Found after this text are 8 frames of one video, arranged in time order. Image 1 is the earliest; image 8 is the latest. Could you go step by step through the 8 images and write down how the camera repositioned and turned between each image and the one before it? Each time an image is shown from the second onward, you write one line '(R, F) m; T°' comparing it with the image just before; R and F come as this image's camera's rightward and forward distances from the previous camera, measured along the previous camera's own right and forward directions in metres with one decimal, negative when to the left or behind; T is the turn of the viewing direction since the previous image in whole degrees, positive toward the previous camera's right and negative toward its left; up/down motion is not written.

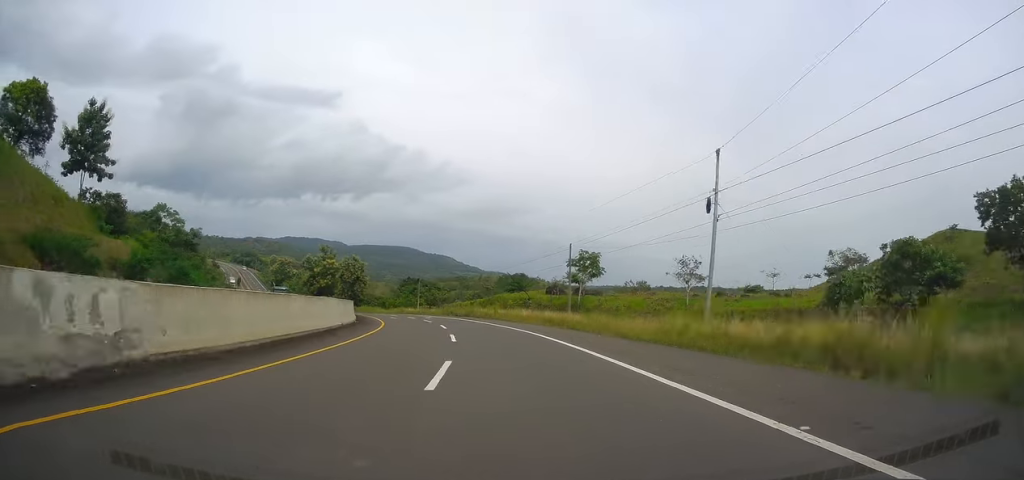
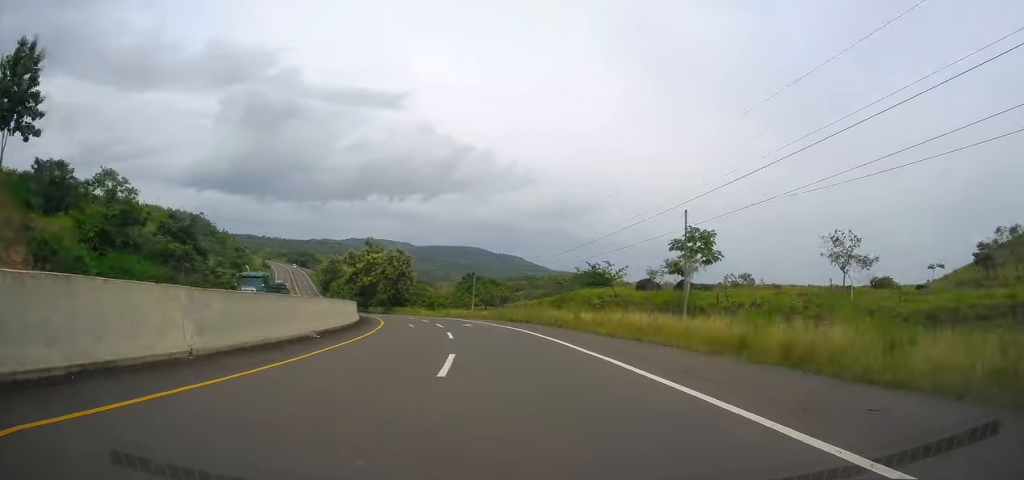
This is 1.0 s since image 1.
(-0.8, +22.7) m; -7°
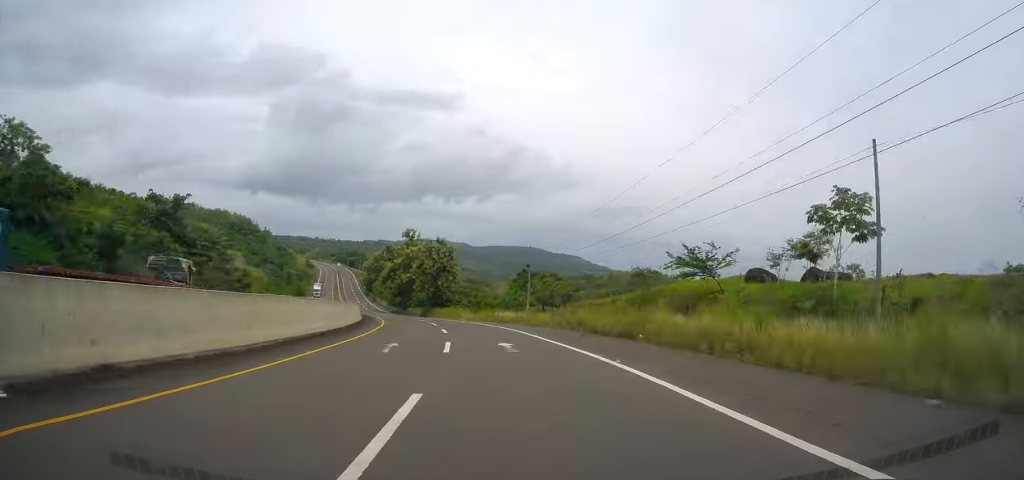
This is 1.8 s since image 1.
(-1.1, +19.4) m; -6°
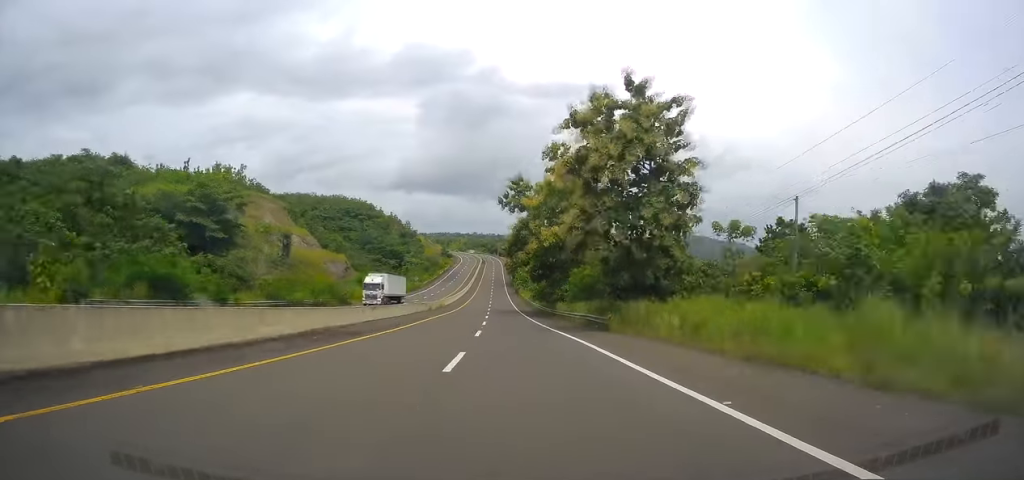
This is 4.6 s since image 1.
(-11.4, +64.9) m; -18°
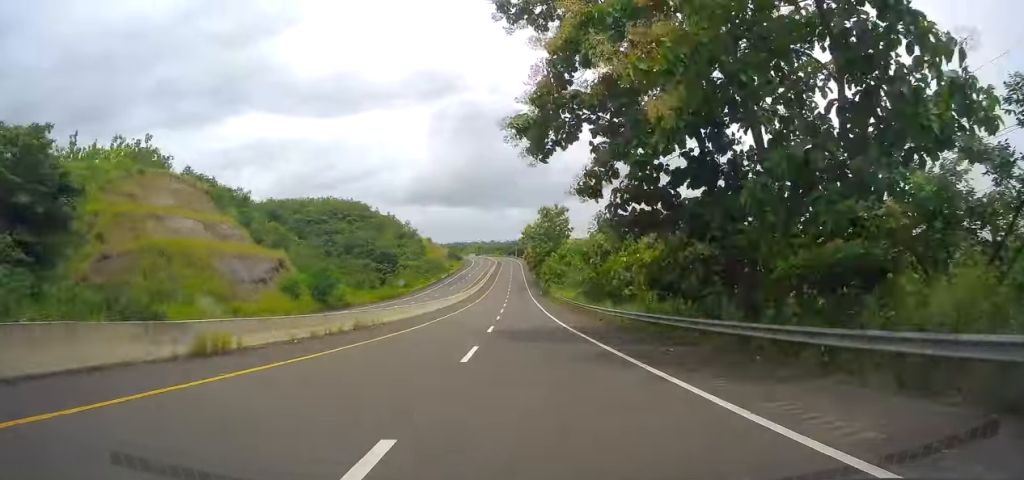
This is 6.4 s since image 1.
(-2.9, +47.3) m; -5°
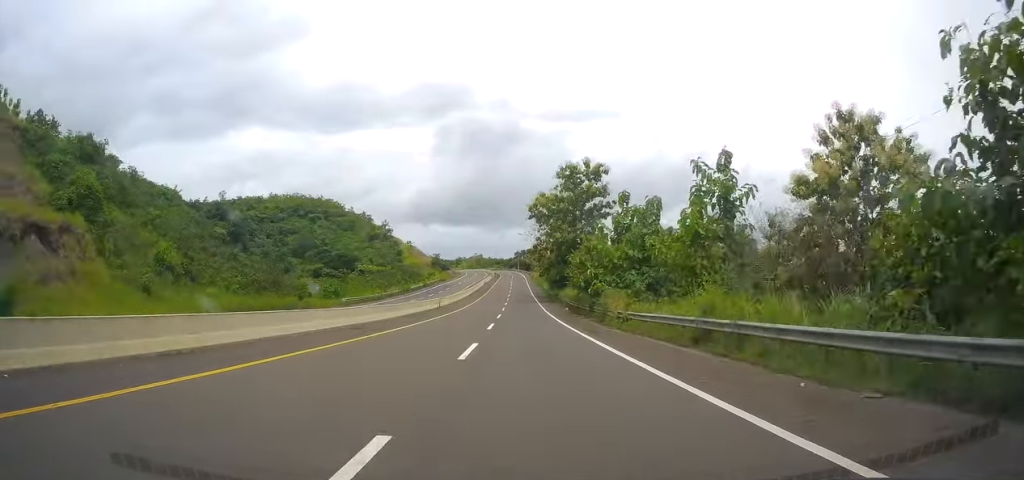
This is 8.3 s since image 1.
(-1.7, +49.4) m; -2°
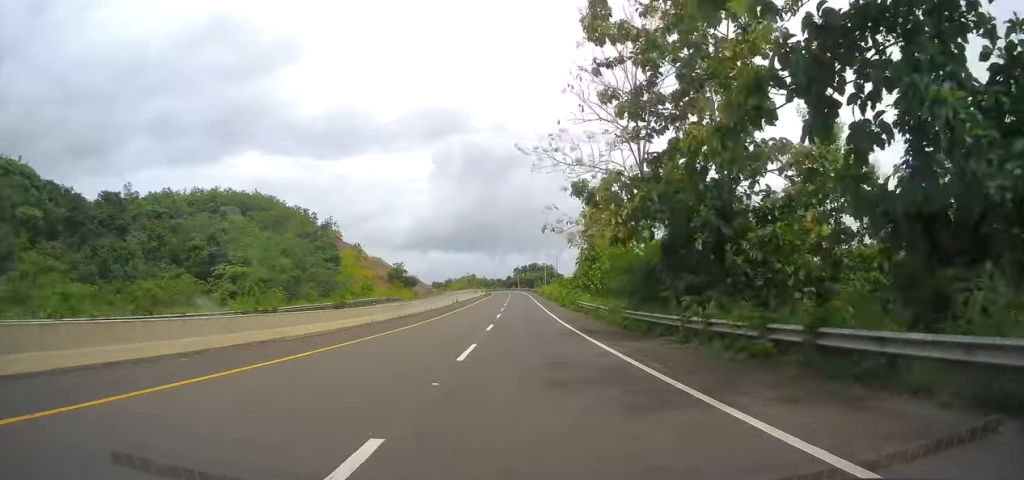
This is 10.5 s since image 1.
(-0.5, +62.7) m; 0°
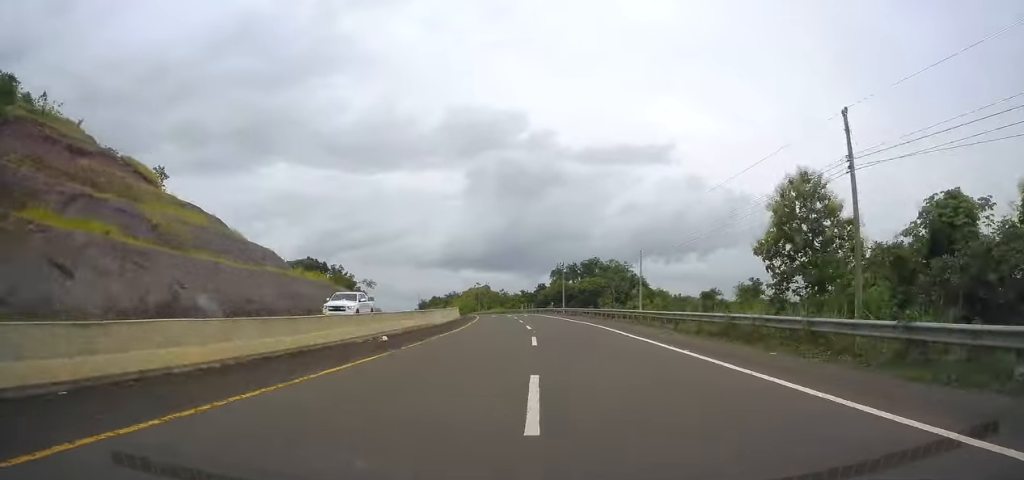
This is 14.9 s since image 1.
(-0.6, +121.4) m; -2°
